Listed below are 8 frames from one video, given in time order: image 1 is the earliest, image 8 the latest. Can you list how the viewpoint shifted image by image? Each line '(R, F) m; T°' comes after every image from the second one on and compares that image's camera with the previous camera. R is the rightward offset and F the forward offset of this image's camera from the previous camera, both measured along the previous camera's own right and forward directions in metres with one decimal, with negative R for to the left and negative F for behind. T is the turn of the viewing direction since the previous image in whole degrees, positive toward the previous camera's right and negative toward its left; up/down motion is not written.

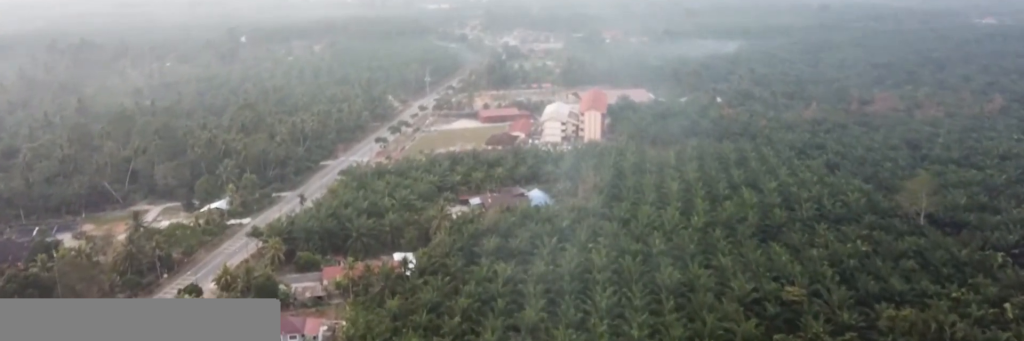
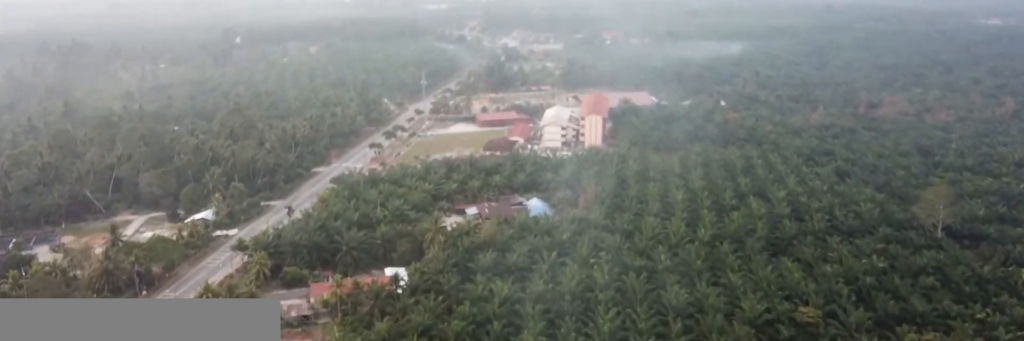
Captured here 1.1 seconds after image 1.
(0.0, +11.1) m; -1°
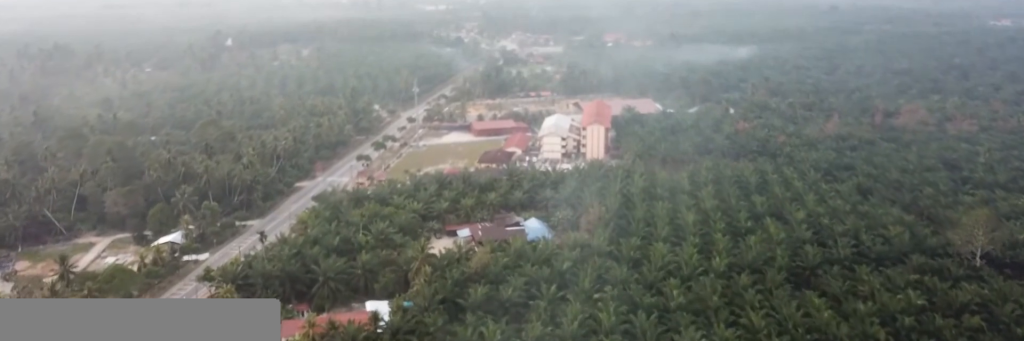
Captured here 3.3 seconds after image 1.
(+0.1, +21.8) m; +2°
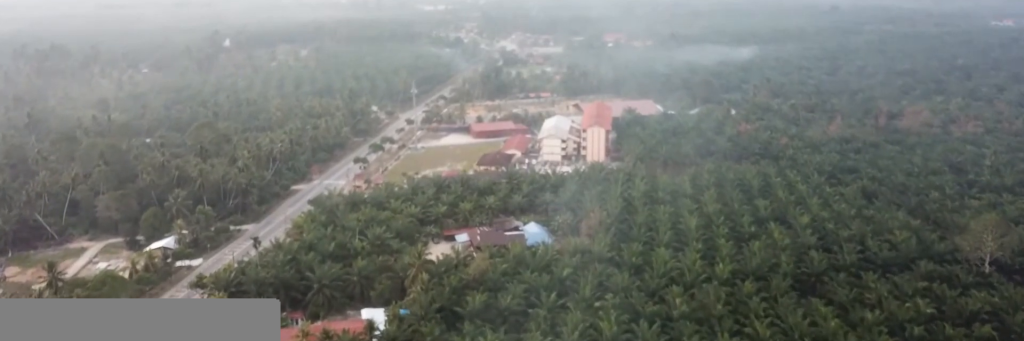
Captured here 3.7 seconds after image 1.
(+0.1, +4.6) m; 0°
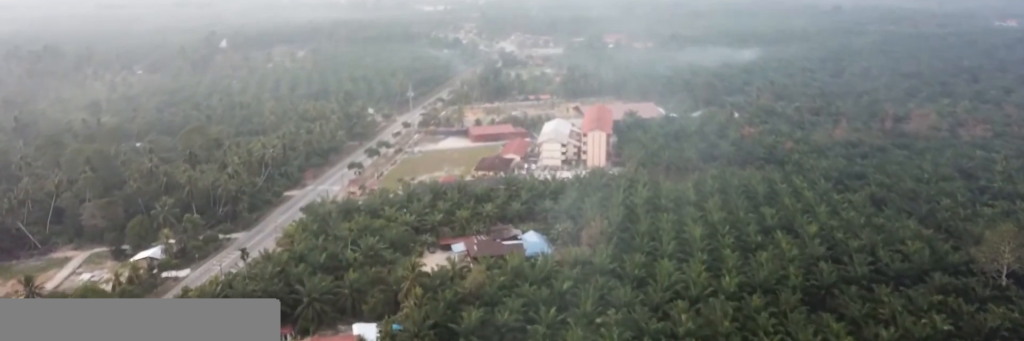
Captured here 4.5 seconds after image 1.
(-0.2, +7.6) m; -1°
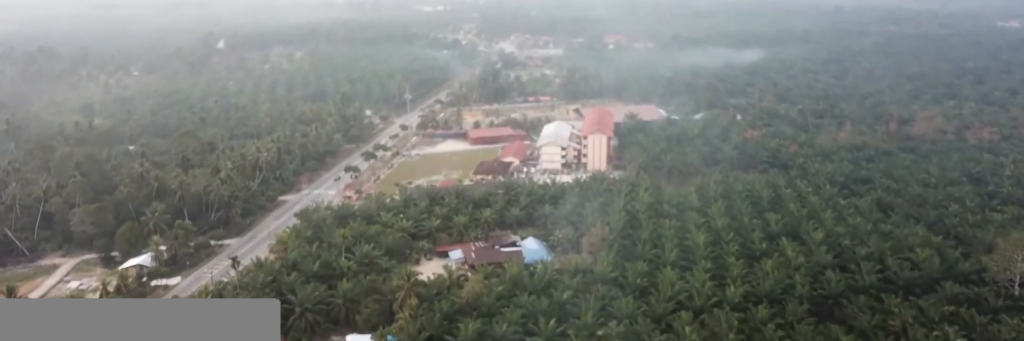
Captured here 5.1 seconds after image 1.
(0.0, +5.6) m; 0°
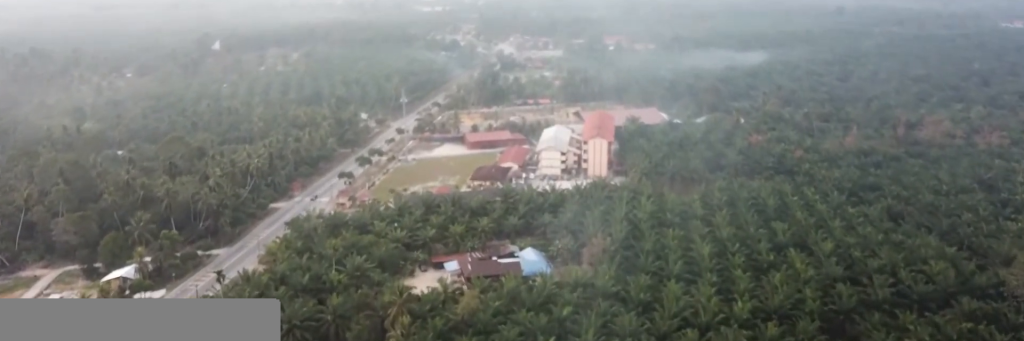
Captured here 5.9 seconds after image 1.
(0.0, +8.6) m; 0°
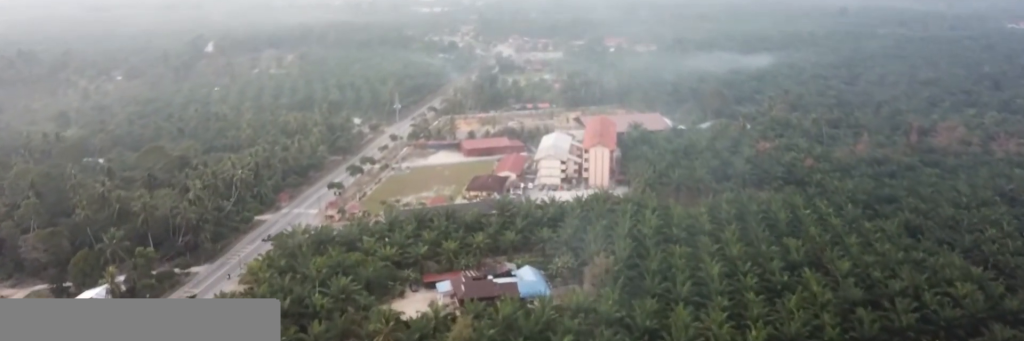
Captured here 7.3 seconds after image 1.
(0.0, +13.3) m; 0°
